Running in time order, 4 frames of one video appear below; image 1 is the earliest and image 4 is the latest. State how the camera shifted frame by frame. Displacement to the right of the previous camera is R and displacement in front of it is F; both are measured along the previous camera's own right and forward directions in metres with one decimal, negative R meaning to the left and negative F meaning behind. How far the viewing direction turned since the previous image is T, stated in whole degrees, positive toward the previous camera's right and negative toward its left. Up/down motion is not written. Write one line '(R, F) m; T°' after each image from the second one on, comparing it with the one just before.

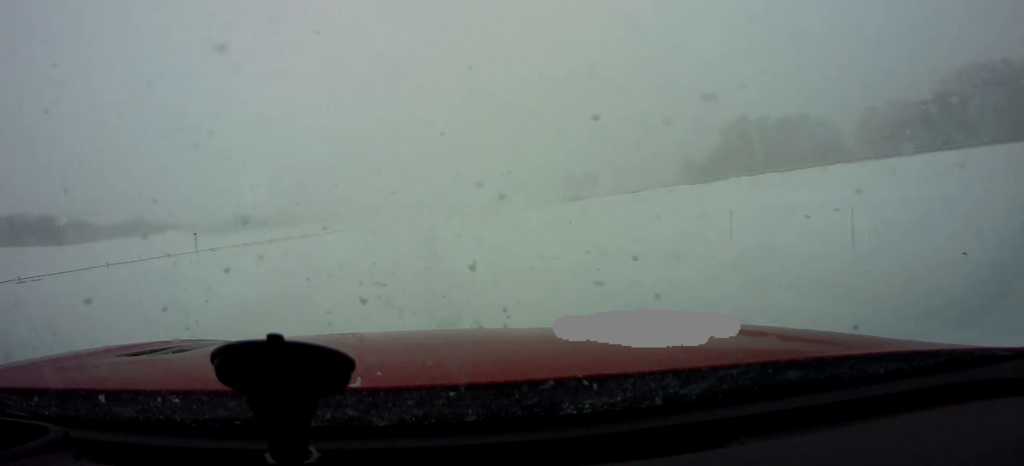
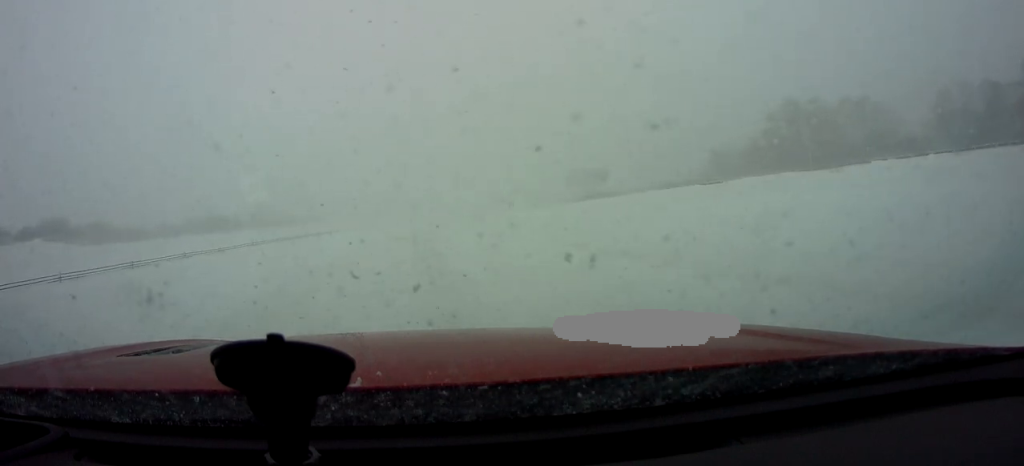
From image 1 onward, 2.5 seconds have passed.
(+0.4, +23.4) m; +3°
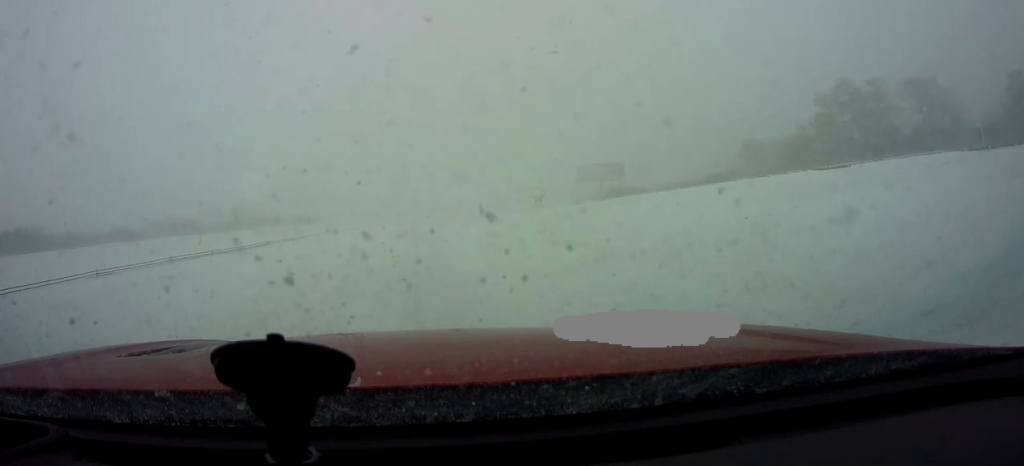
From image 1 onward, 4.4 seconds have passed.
(0.0, +17.7) m; 0°
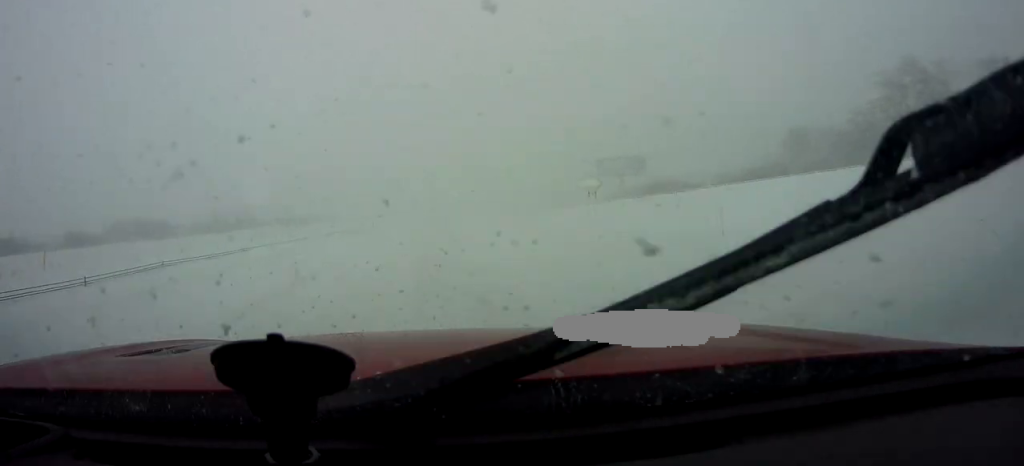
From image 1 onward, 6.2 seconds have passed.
(0.0, +16.4) m; 0°
